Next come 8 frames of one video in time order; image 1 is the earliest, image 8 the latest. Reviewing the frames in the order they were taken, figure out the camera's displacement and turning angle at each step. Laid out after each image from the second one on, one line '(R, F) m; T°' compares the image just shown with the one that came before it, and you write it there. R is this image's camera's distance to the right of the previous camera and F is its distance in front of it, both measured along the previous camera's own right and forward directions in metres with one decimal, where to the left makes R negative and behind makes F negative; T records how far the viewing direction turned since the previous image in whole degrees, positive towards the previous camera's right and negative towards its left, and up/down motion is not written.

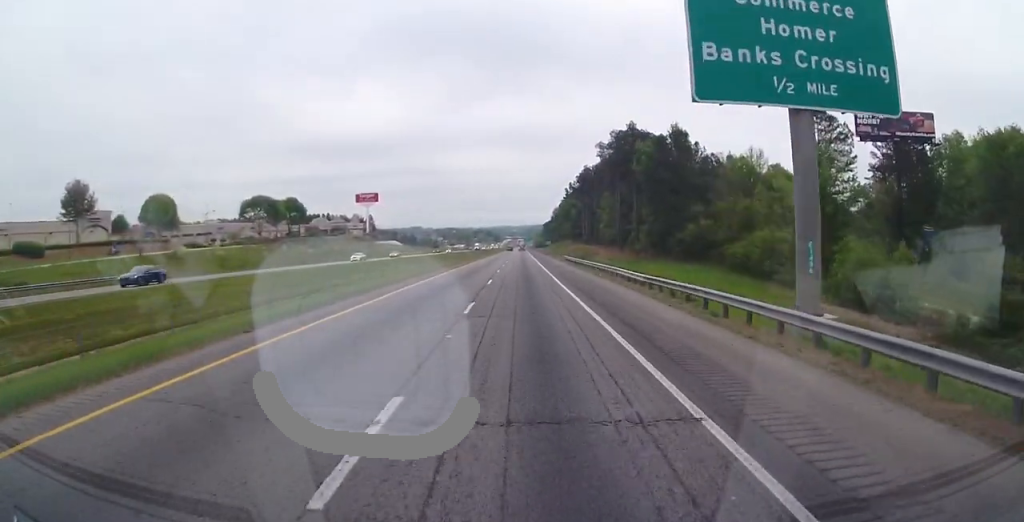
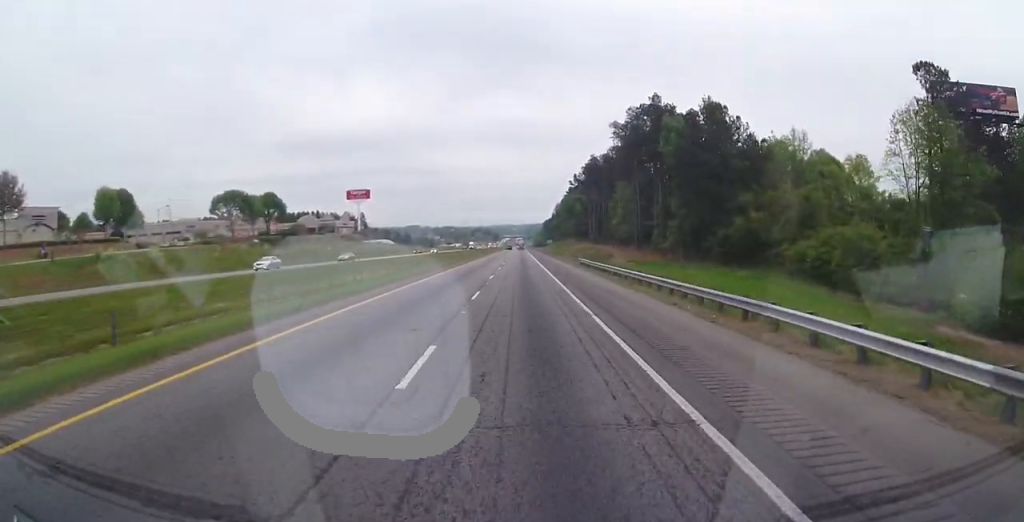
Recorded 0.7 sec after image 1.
(0.0, +20.5) m; 0°
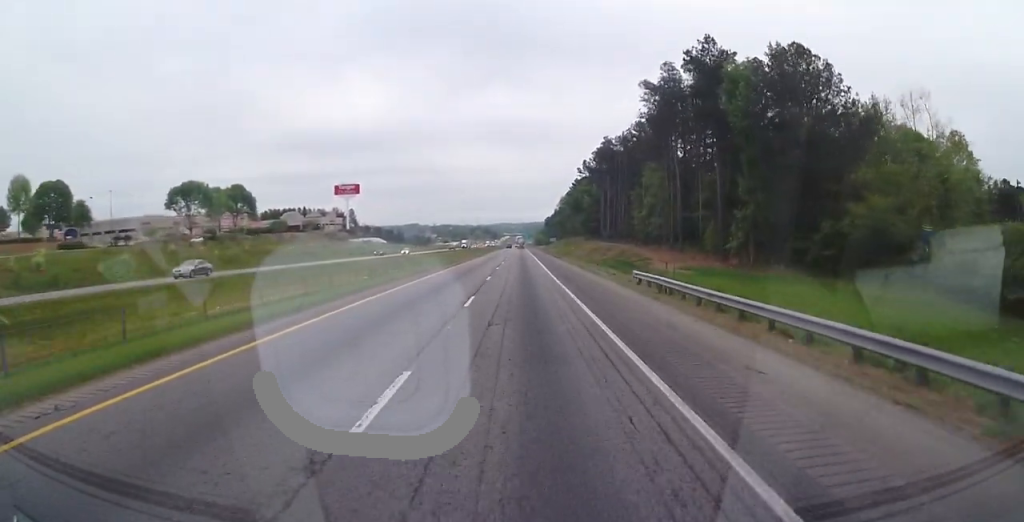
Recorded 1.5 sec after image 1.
(+0.3, +26.2) m; 0°
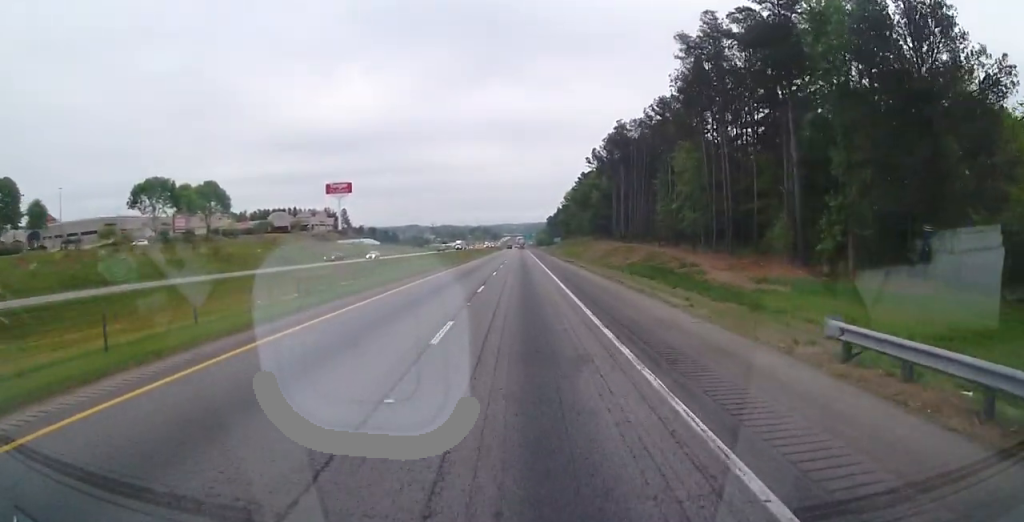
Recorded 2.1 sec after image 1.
(+0.1, +18.7) m; 0°
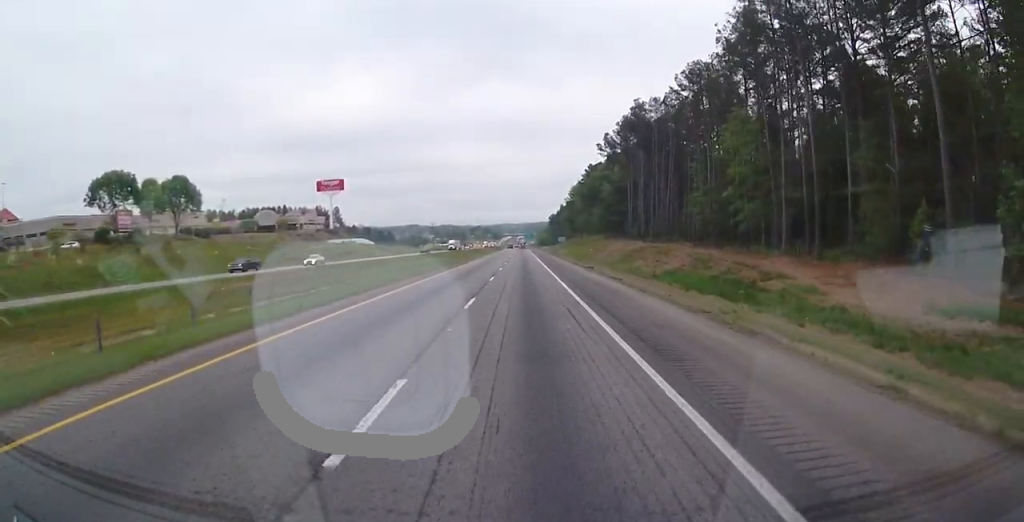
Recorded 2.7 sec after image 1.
(-0.2, +18.2) m; 0°
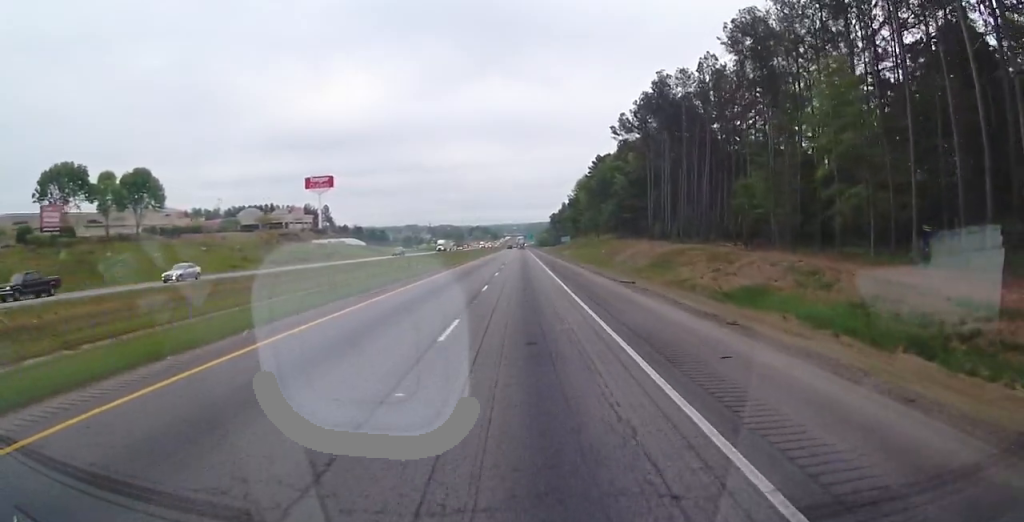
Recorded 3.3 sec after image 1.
(-0.2, +18.3) m; 0°
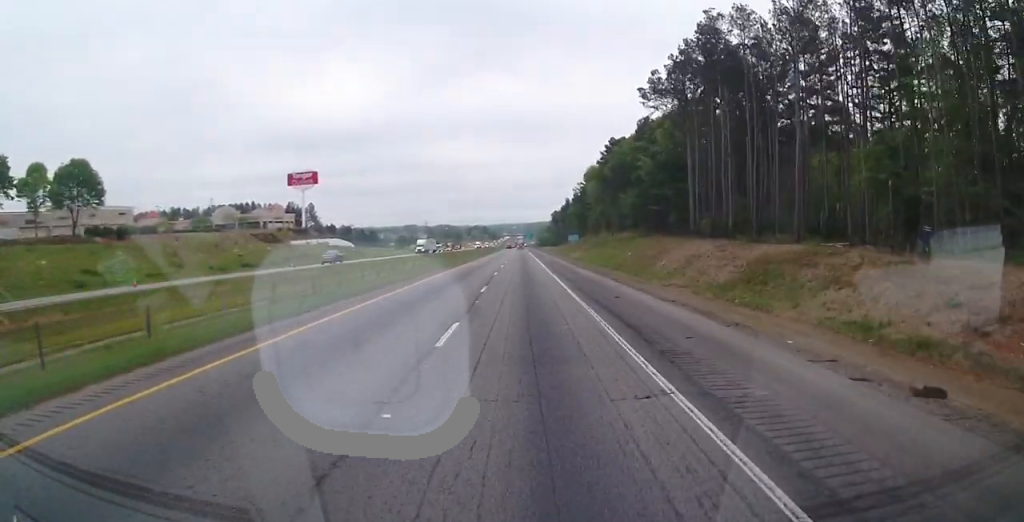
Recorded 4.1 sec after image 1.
(+0.2, +24.5) m; +1°
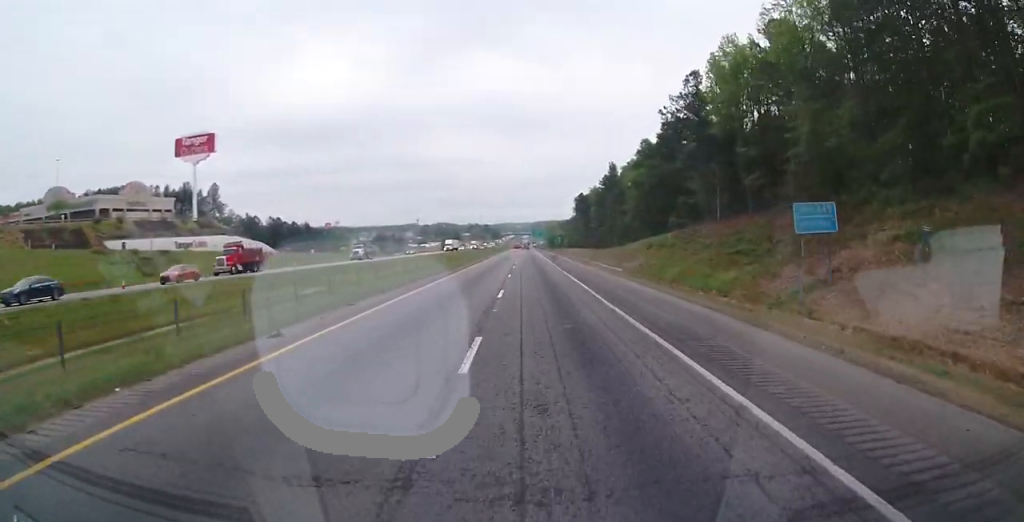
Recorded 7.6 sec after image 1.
(-0.7, +112.4) m; -1°
